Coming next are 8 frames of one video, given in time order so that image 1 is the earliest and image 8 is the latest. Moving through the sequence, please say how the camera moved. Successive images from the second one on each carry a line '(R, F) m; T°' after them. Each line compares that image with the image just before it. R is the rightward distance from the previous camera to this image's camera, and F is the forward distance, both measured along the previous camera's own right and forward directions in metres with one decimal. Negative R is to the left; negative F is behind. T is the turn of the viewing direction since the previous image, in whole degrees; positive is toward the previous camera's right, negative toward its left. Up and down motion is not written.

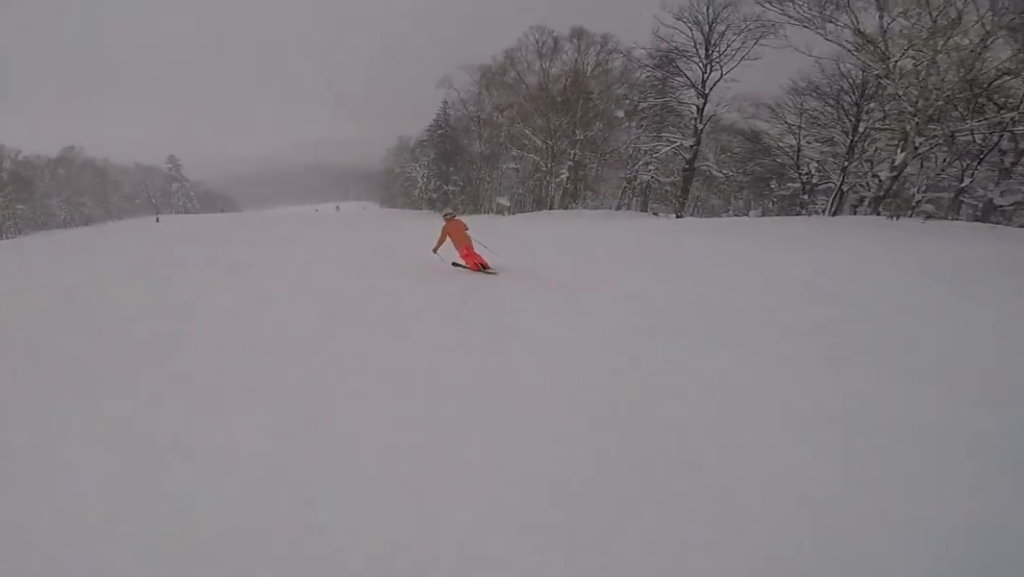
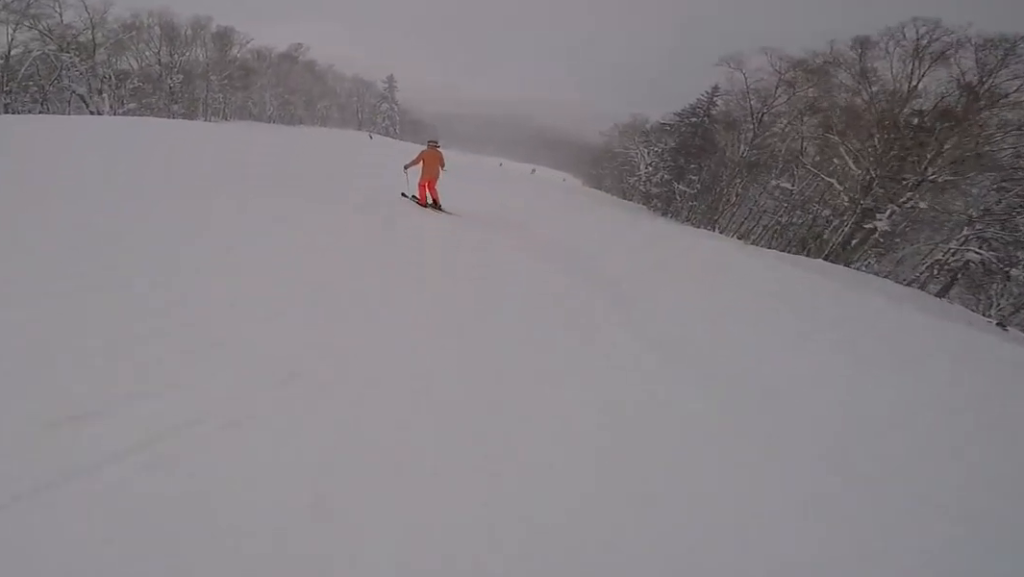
(-0.6, +7.9) m; -13°
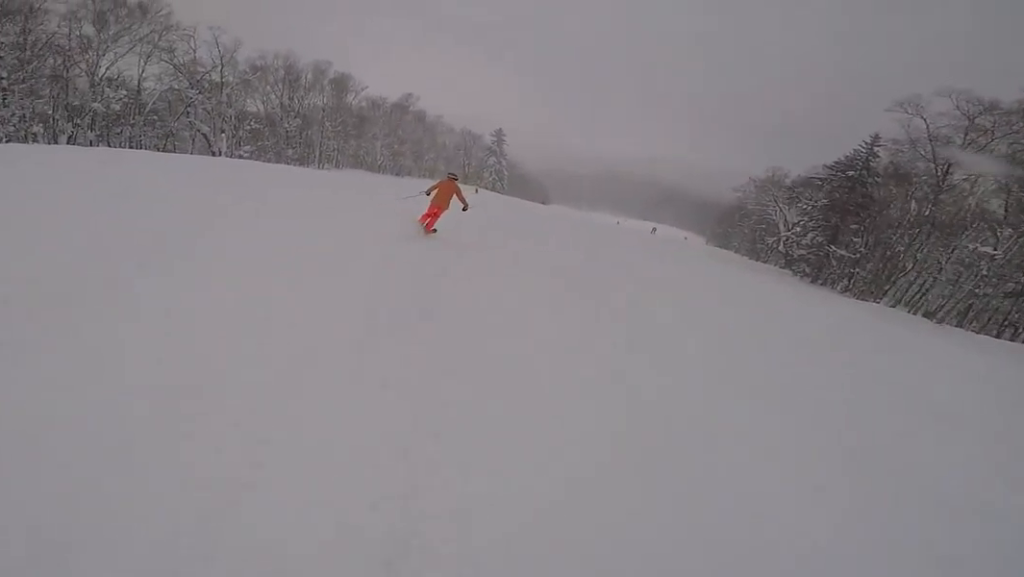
(-0.7, +4.7) m; -2°
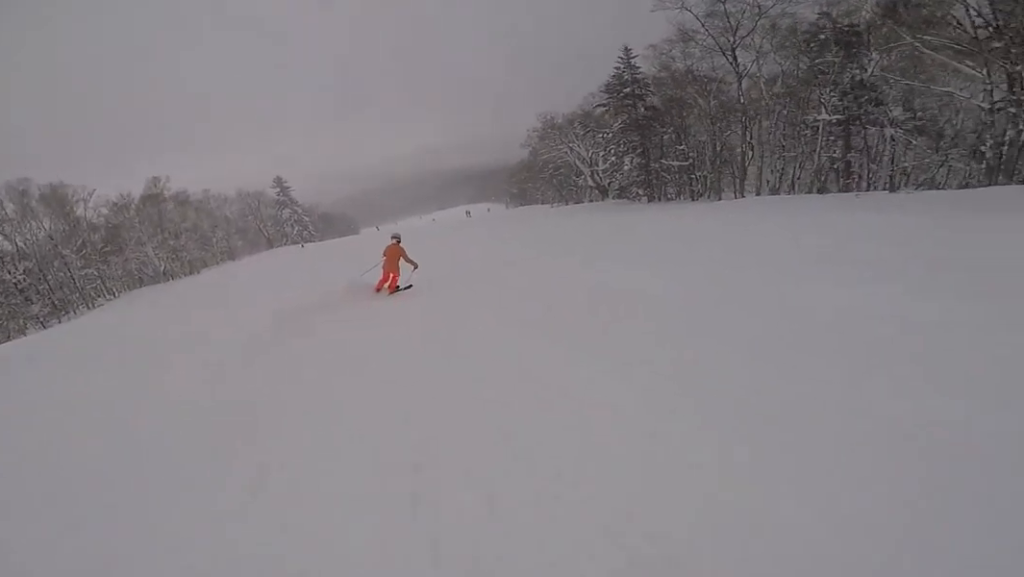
(+0.2, +10.0) m; +11°
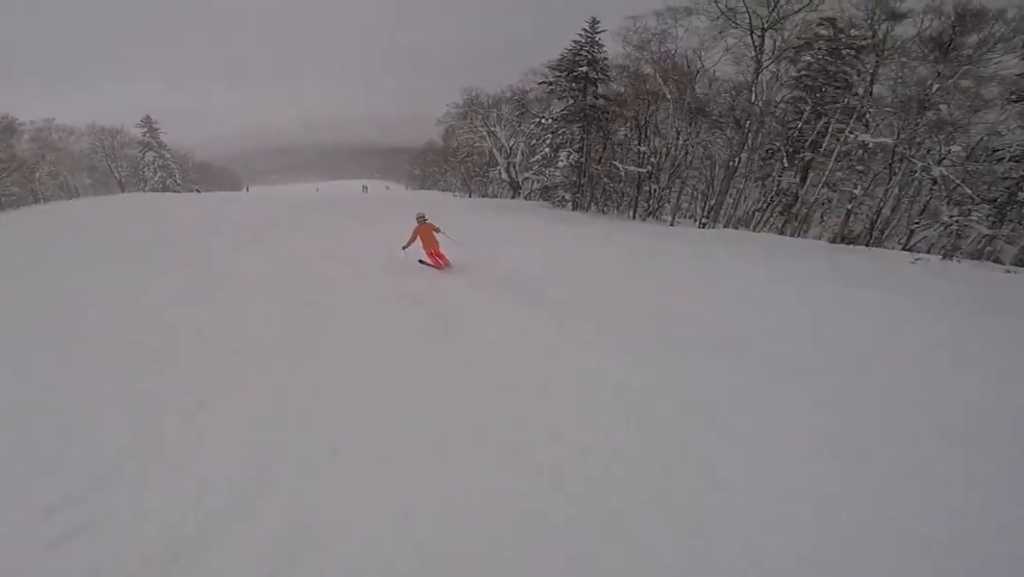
(+0.9, +11.9) m; -4°
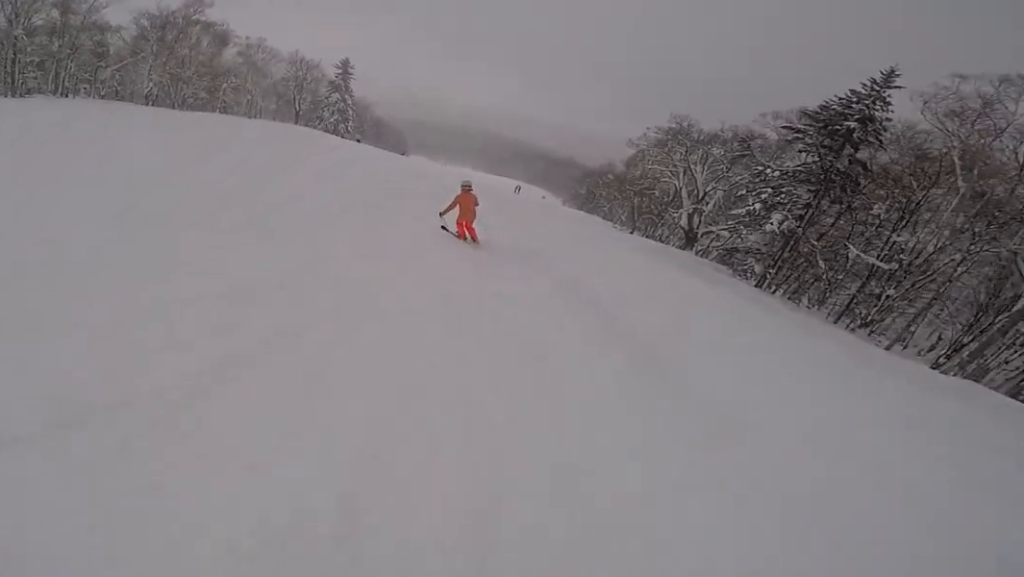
(-0.3, +5.6) m; -9°
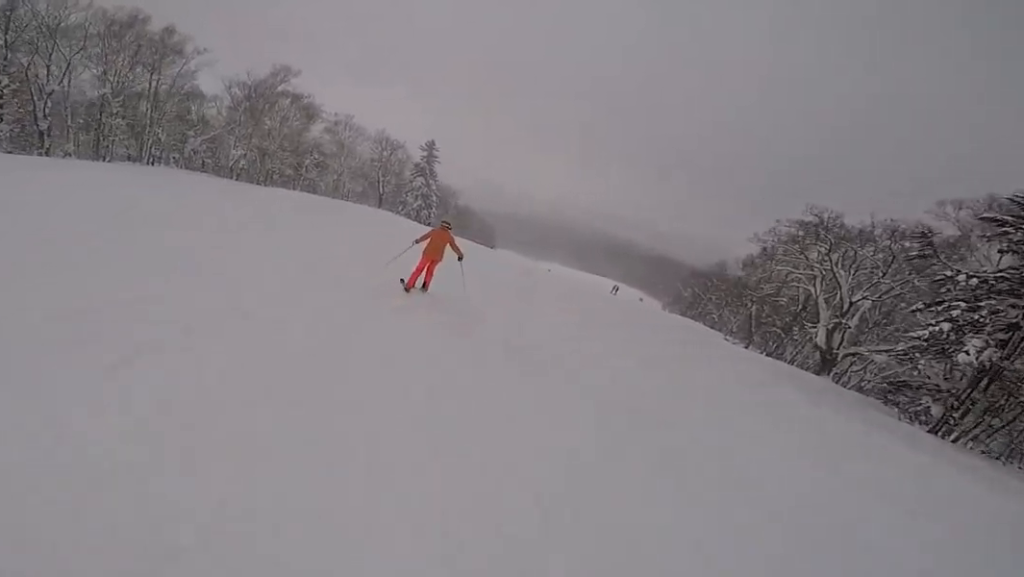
(-0.6, +5.4) m; -7°
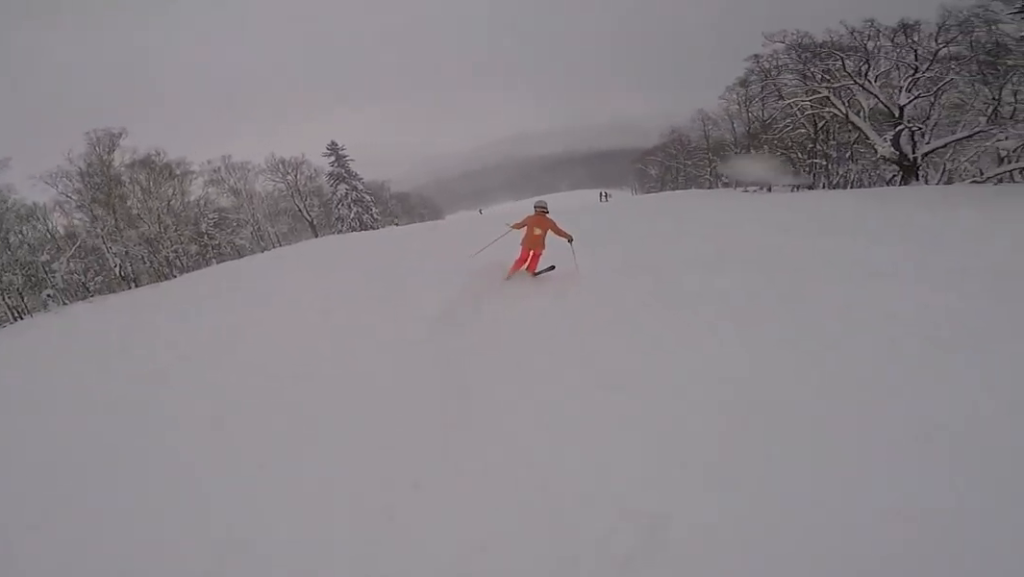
(-1.2, +11.8) m; +13°
